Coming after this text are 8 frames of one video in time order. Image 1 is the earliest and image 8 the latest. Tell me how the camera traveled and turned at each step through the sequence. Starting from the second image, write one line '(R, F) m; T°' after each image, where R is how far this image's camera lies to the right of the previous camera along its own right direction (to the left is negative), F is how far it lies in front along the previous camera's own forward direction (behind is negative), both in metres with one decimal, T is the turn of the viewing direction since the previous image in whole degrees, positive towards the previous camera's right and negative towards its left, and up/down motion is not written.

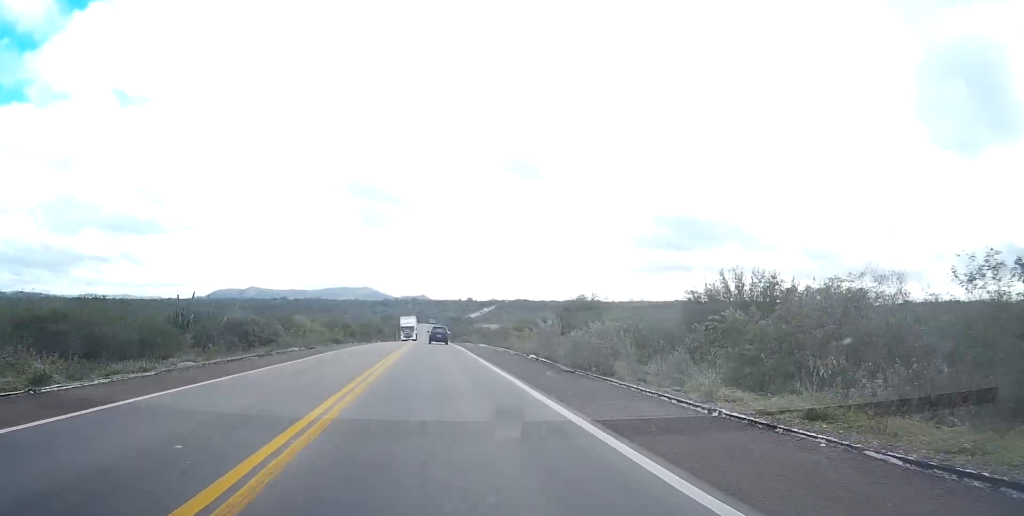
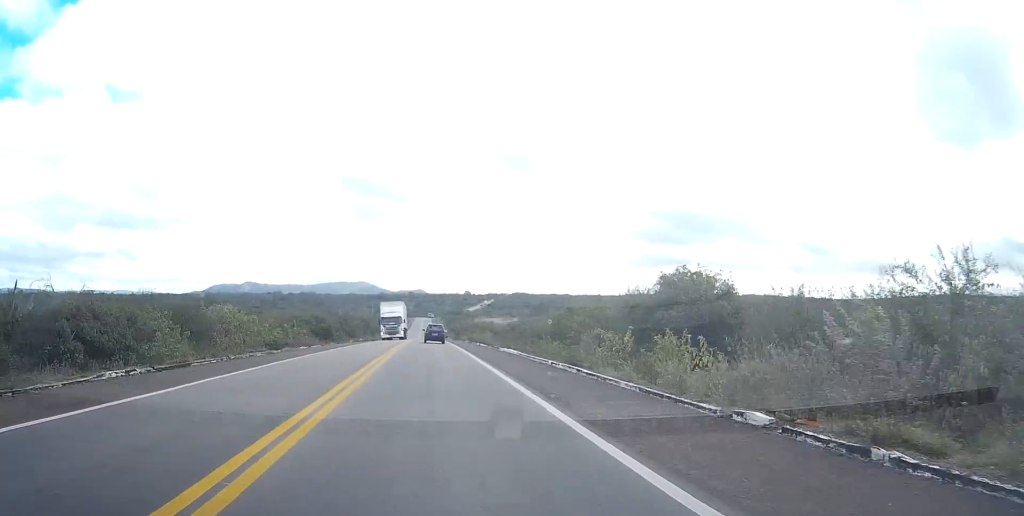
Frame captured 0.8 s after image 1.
(0.0, +24.8) m; 0°
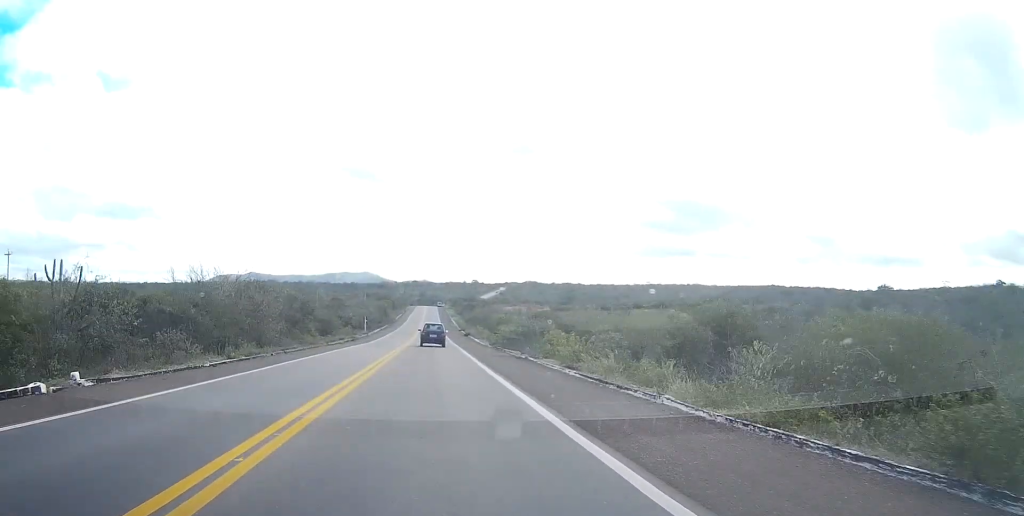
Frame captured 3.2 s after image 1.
(0.0, +73.2) m; -1°
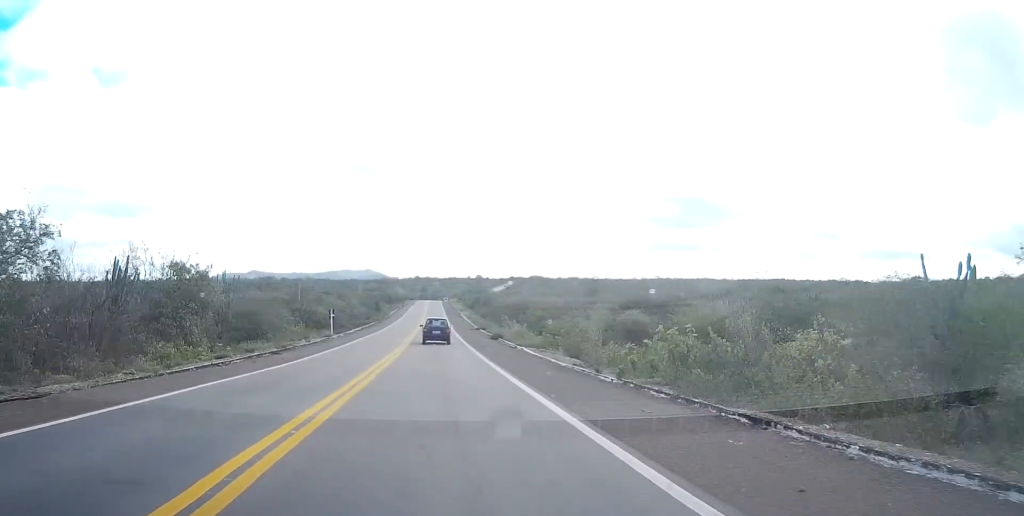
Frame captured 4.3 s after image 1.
(-0.1, +36.2) m; 0°
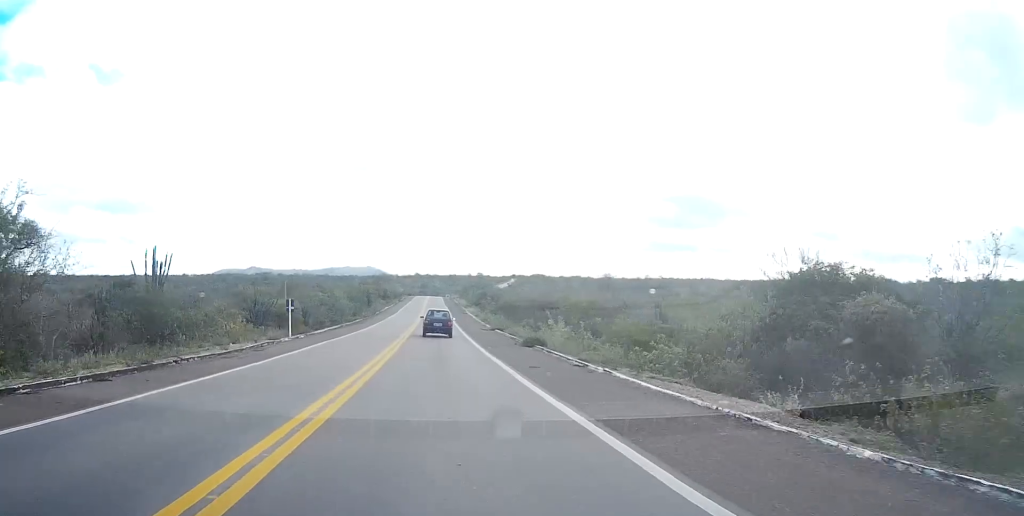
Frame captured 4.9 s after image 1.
(+0.1, +18.7) m; 0°
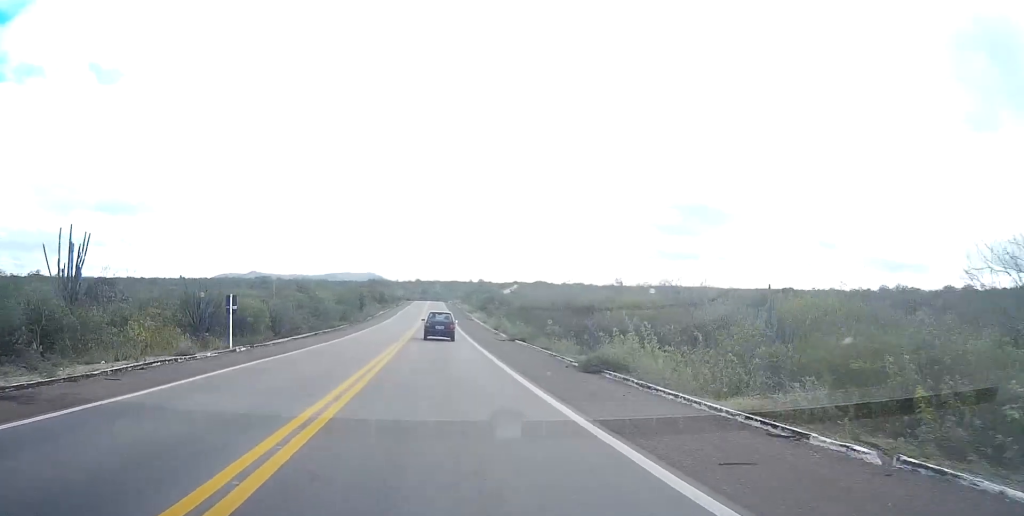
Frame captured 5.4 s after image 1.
(+0.1, +13.6) m; 0°
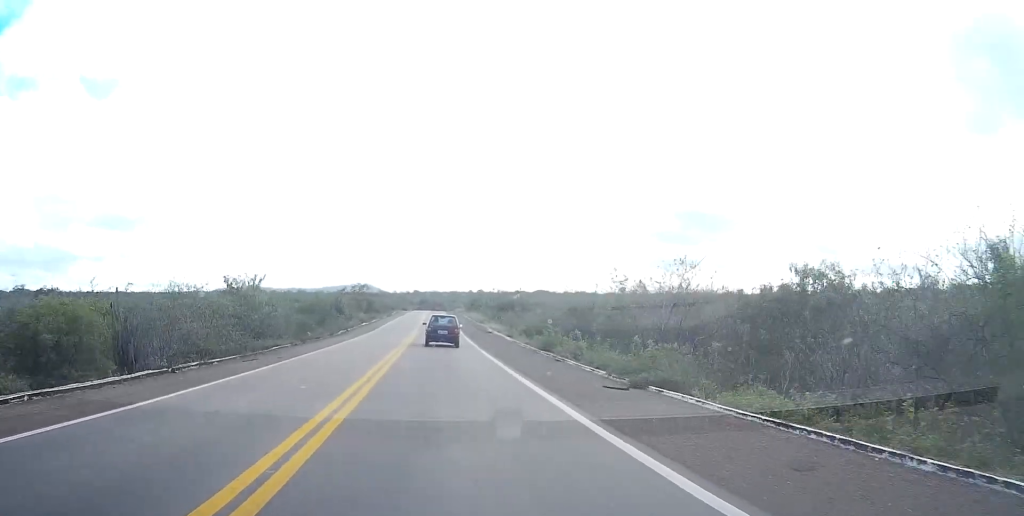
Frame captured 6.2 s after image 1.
(-0.2, +27.2) m; 0°
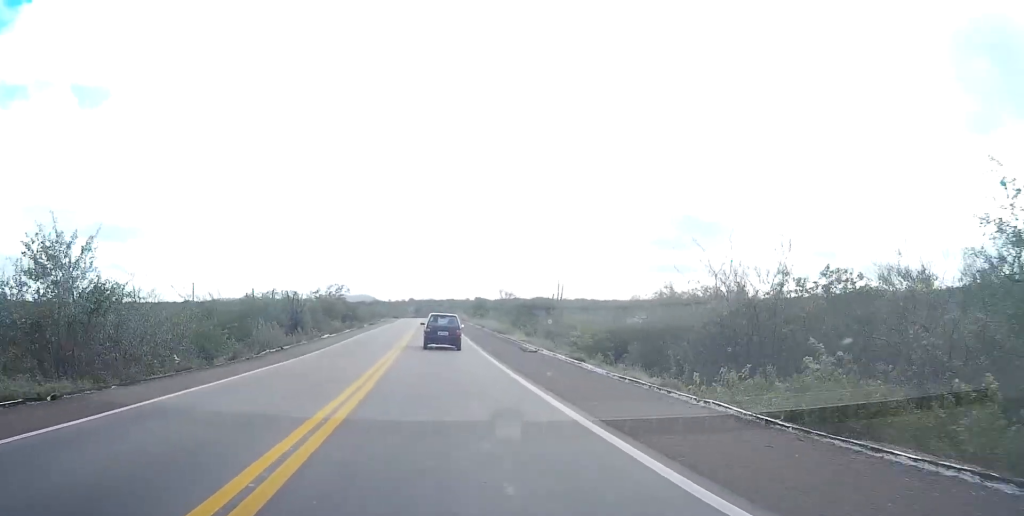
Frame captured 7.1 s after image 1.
(+0.1, +27.3) m; 0°
